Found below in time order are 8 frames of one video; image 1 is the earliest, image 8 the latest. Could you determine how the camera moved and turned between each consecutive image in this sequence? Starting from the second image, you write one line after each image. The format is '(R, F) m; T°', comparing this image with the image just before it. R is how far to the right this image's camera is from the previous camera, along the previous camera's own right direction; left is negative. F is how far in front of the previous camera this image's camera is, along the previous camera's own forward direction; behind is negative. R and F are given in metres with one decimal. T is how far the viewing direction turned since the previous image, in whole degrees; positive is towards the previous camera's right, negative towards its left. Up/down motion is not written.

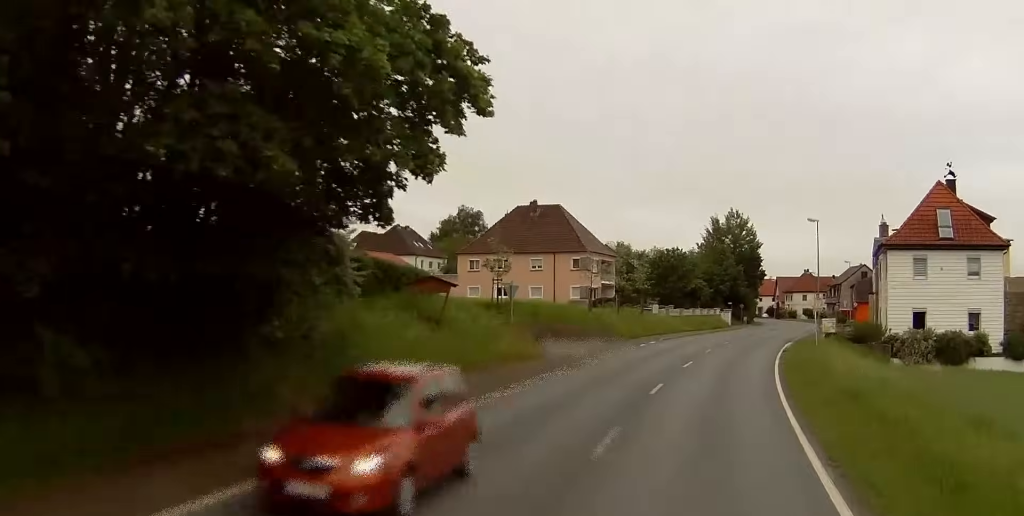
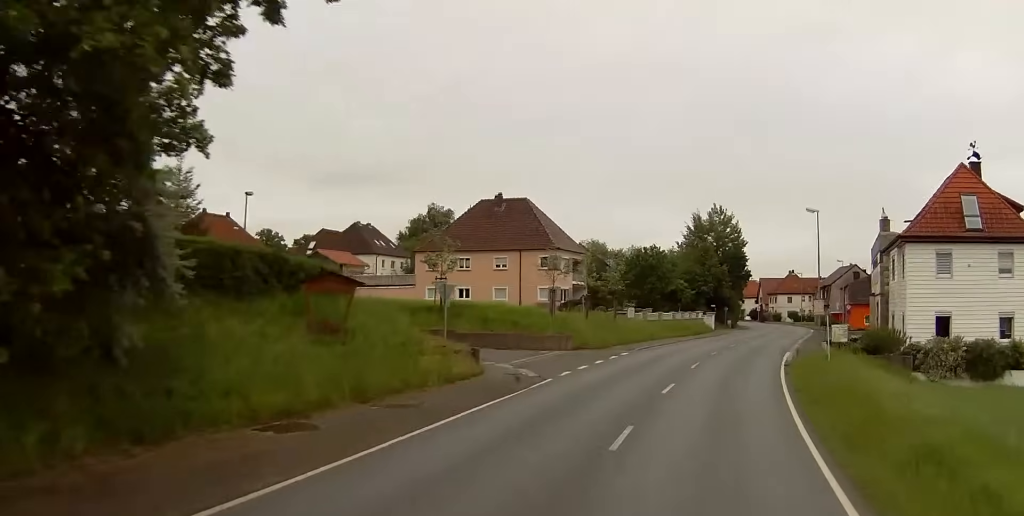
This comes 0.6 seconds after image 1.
(+0.1, +8.4) m; +2°
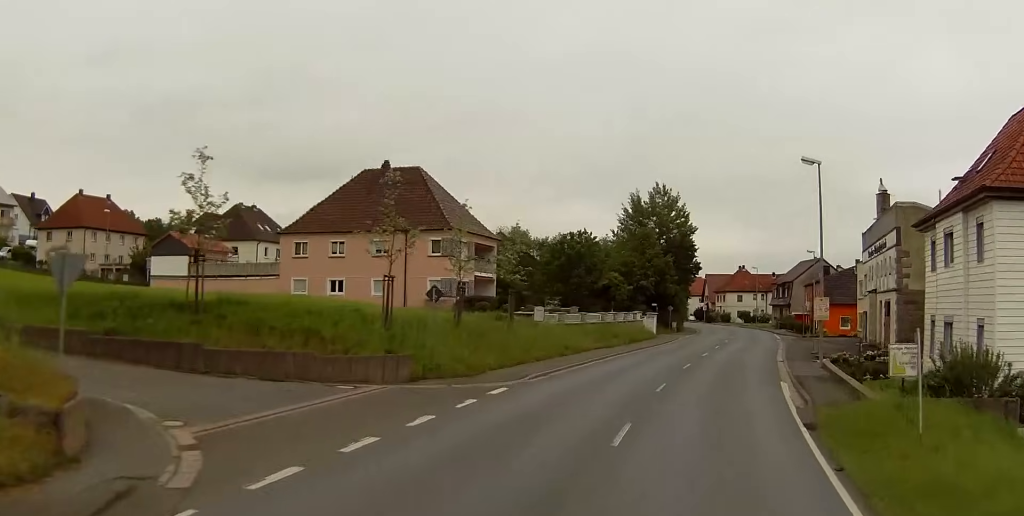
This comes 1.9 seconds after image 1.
(+0.7, +18.8) m; +6°
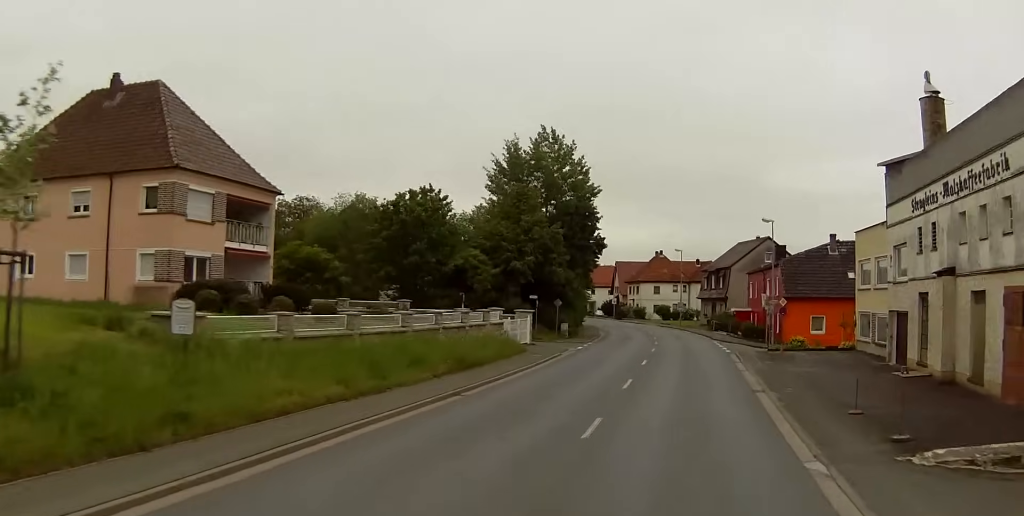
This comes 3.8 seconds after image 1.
(+2.5, +27.3) m; +6°
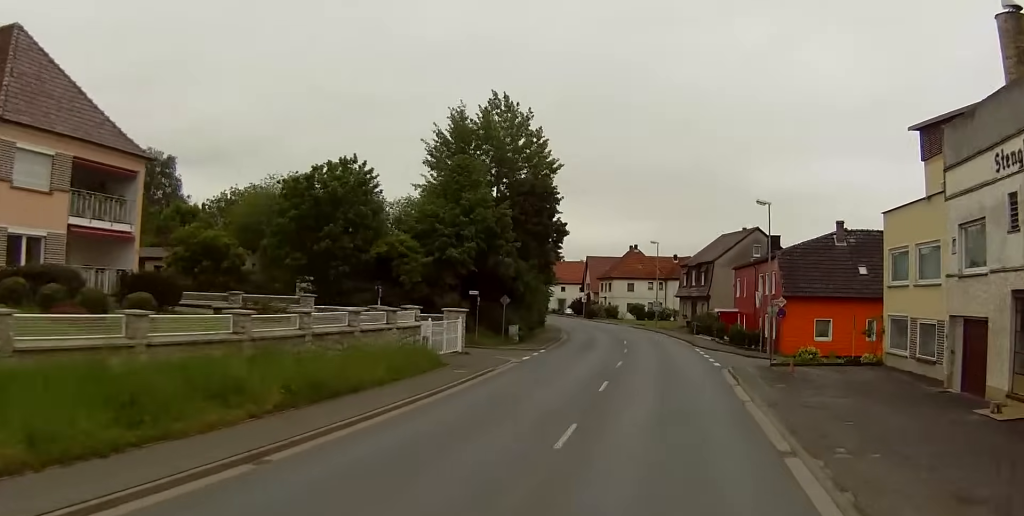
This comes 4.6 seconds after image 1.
(-0.2, +10.5) m; +1°
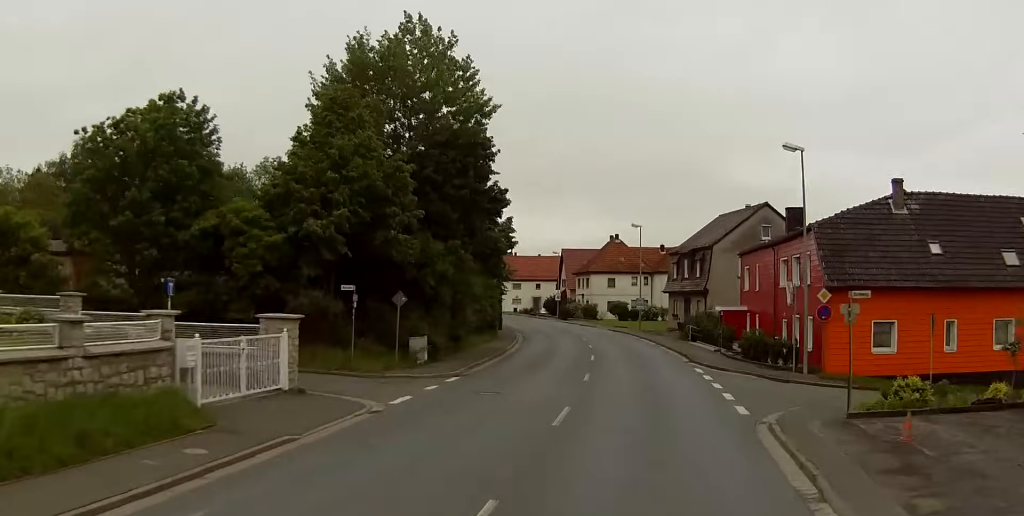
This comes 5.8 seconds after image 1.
(+0.6, +16.4) m; +3°
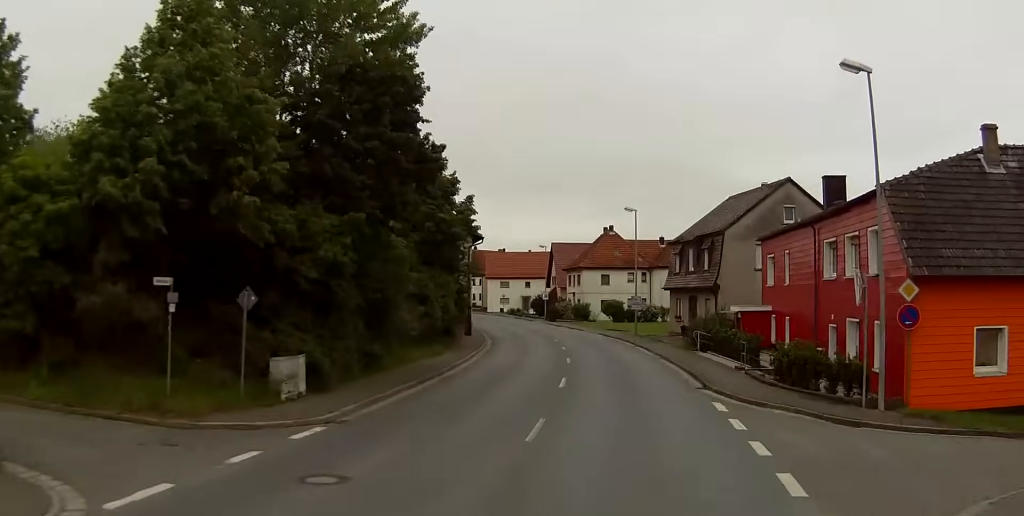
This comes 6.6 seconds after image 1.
(-0.1, +11.3) m; 0°
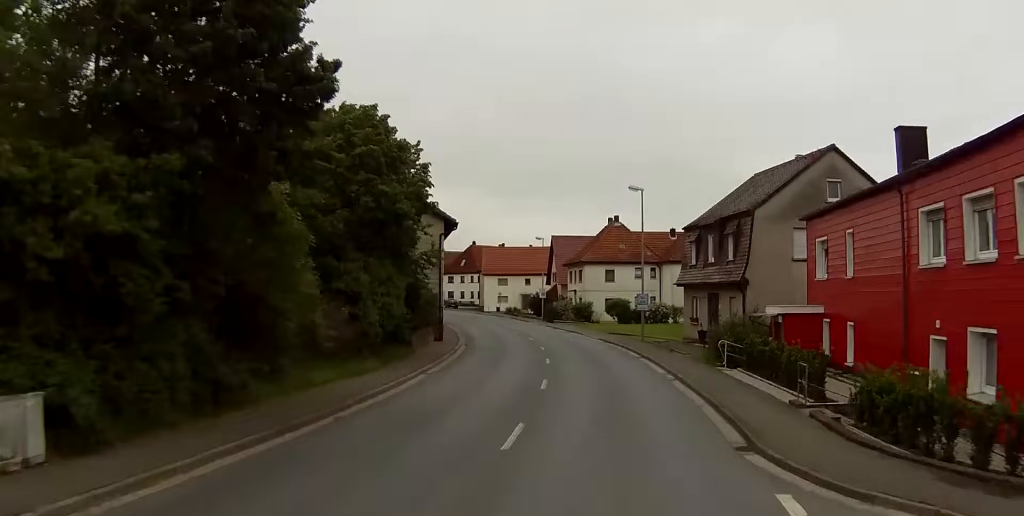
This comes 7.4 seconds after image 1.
(-0.1, +10.3) m; 0°
